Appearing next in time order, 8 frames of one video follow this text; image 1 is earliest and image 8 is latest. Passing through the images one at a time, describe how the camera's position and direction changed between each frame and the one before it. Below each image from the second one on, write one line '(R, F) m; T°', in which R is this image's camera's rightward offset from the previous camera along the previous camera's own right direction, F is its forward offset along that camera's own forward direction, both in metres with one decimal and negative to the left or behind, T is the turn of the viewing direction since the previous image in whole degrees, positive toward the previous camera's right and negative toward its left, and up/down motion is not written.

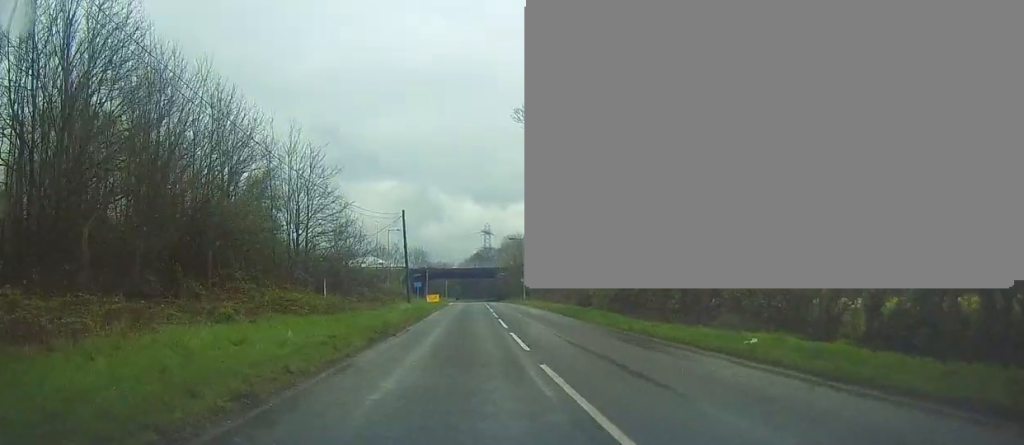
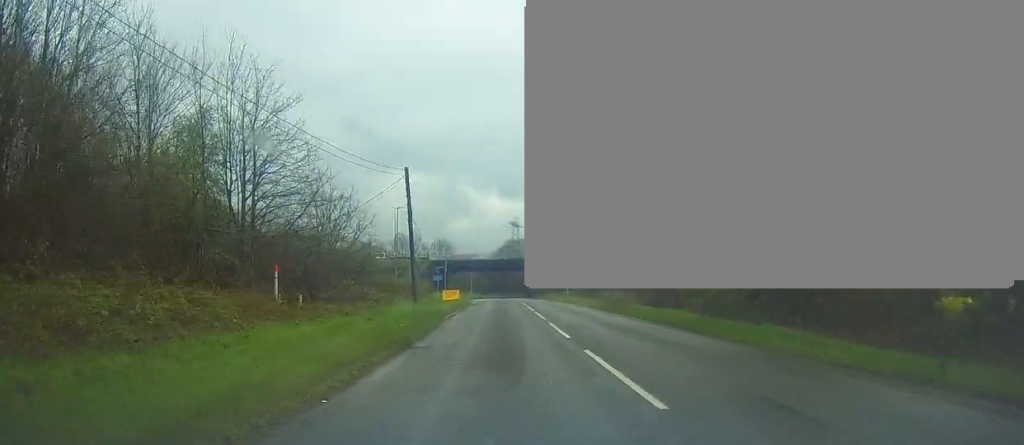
(-0.4, +15.1) m; 0°
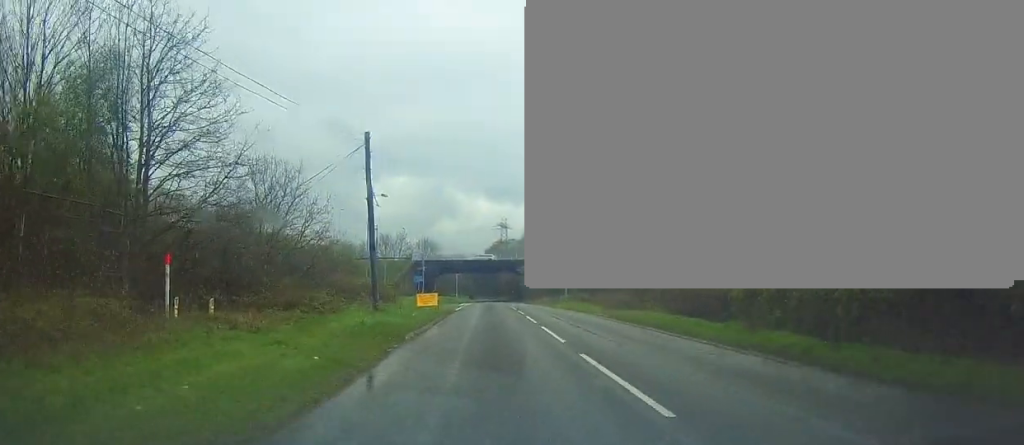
(+0.1, +8.5) m; +1°
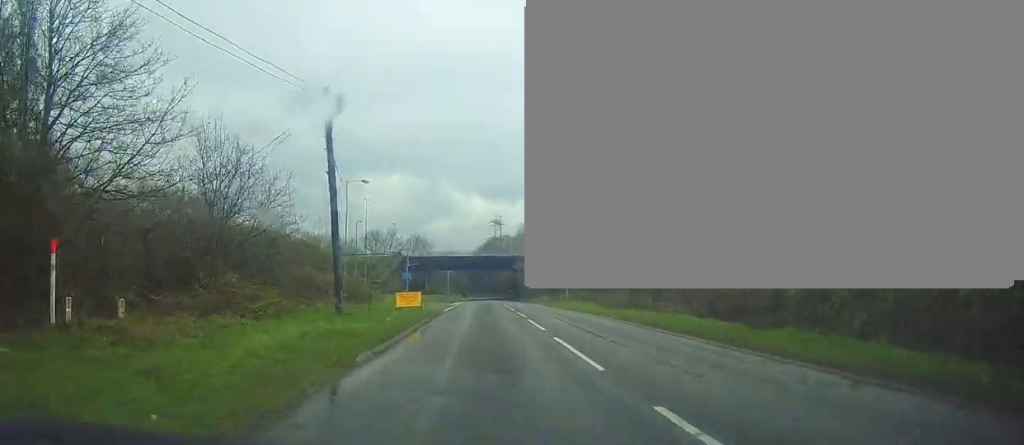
(-0.1, +5.1) m; 0°
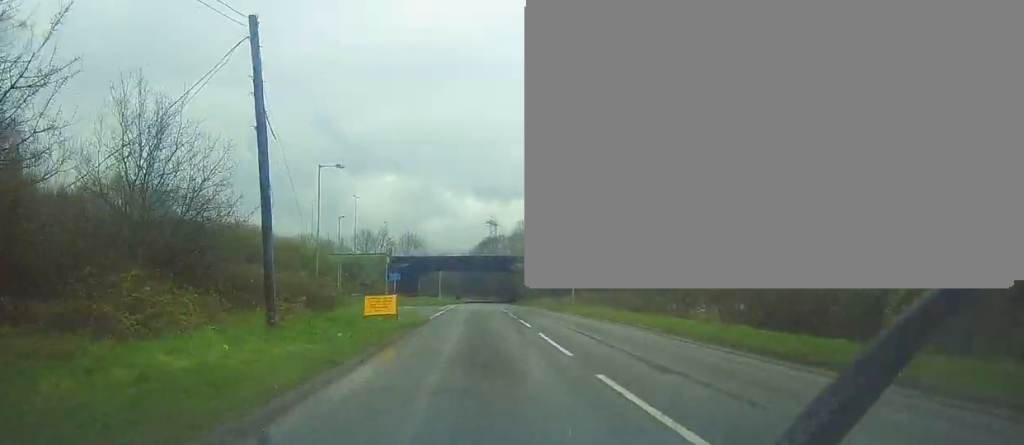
(+0.1, +6.1) m; 0°
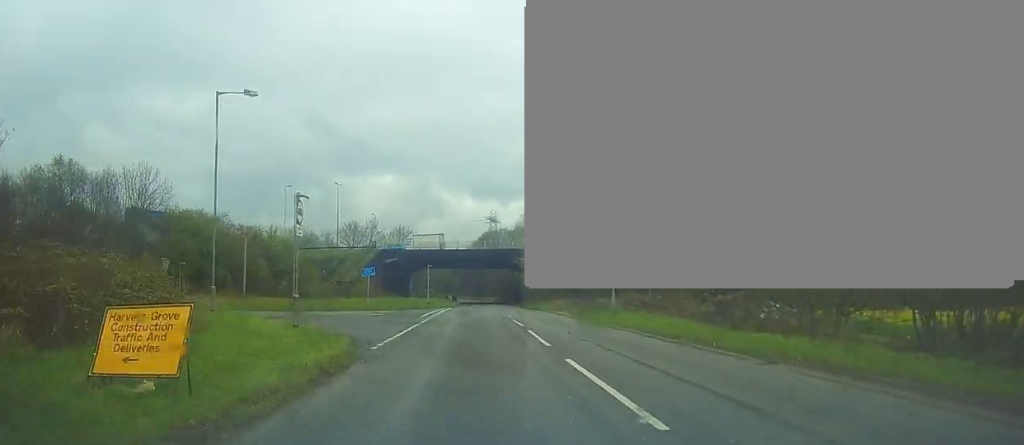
(-0.2, +14.4) m; -1°
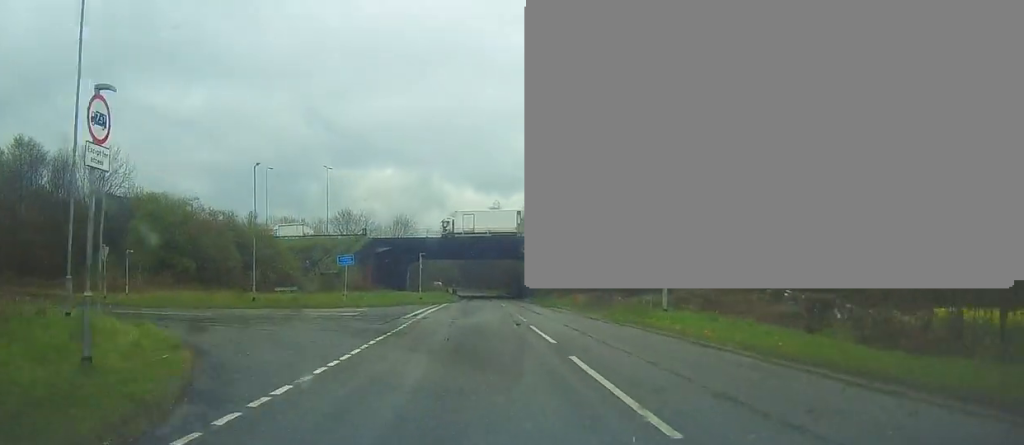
(+0.1, +9.3) m; 0°
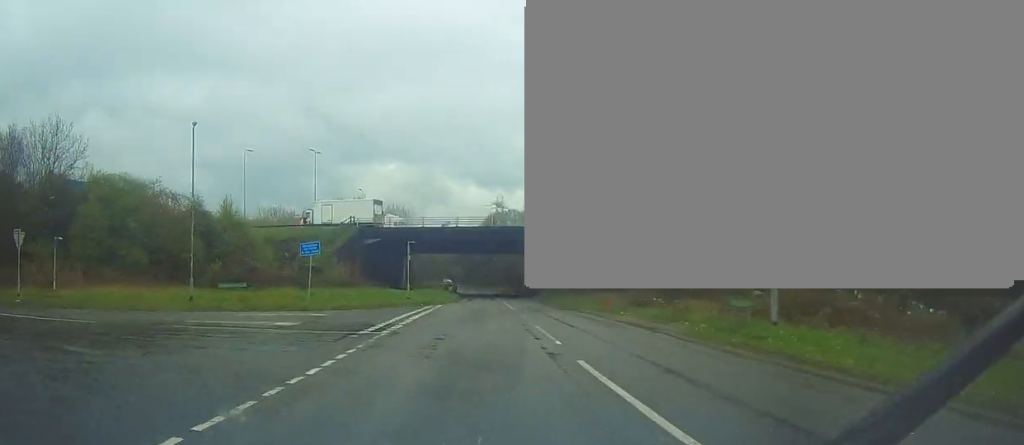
(0.0, +9.5) m; 0°
